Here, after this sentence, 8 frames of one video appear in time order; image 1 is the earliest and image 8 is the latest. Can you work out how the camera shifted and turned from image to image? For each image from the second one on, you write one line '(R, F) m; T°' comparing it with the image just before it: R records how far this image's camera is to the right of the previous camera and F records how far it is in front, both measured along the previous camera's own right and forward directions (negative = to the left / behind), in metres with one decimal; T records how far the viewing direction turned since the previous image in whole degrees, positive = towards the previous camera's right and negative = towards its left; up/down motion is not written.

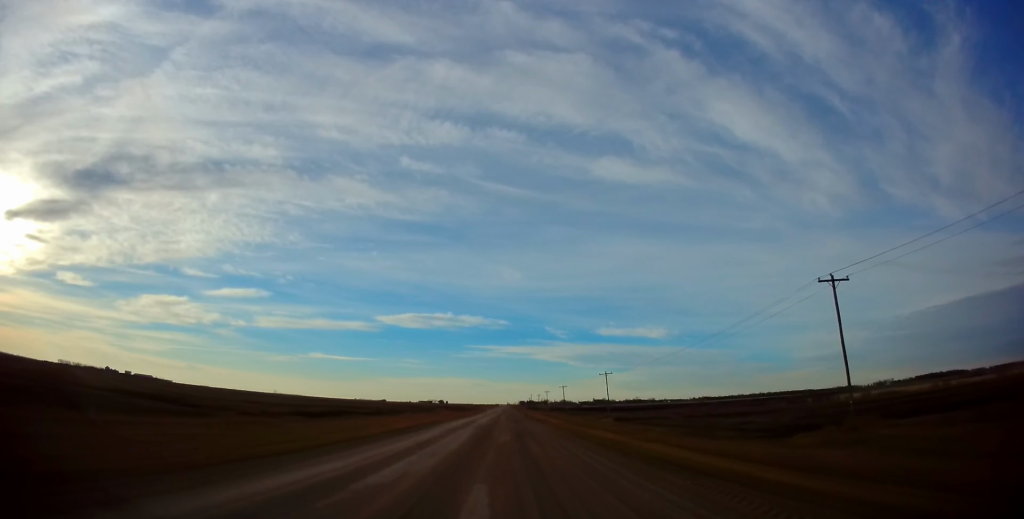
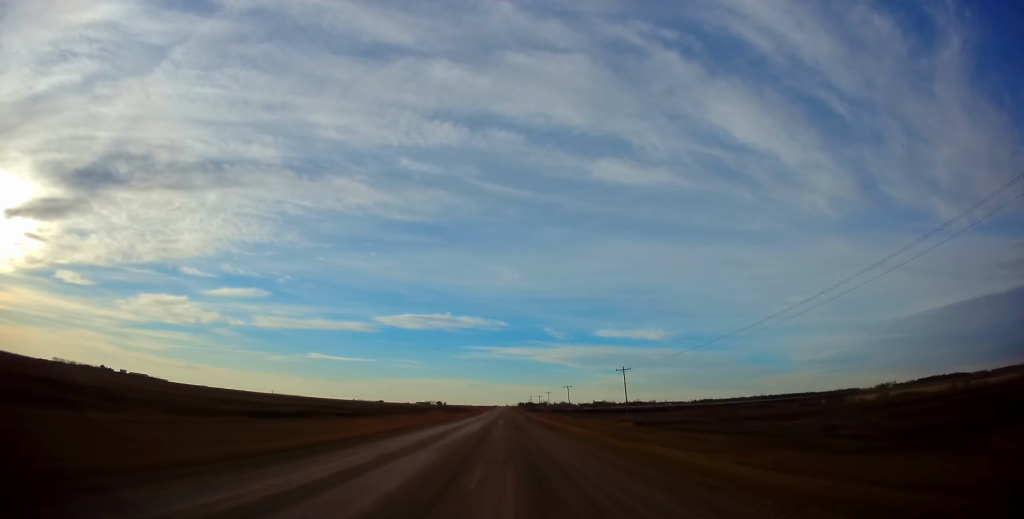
(-0.1, +17.9) m; -1°
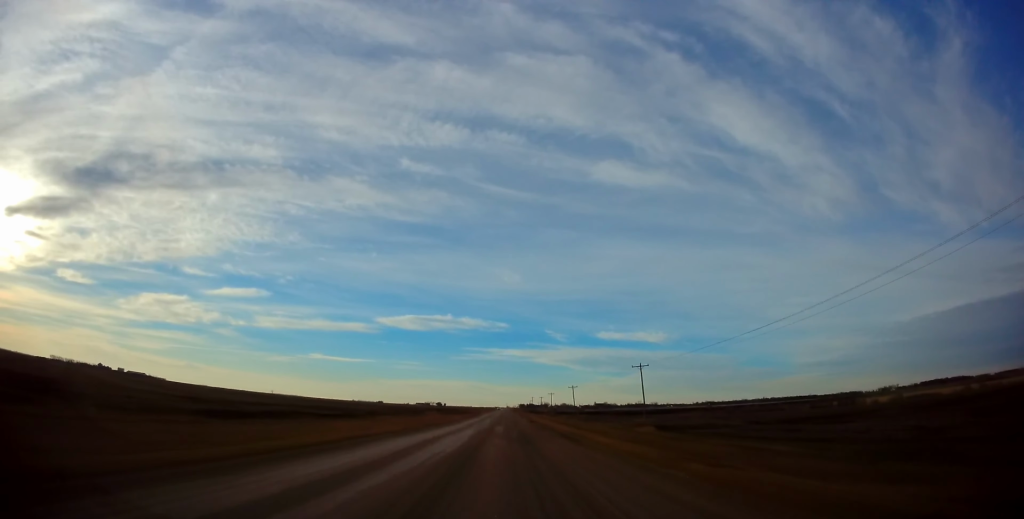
(0.0, +11.8) m; 0°
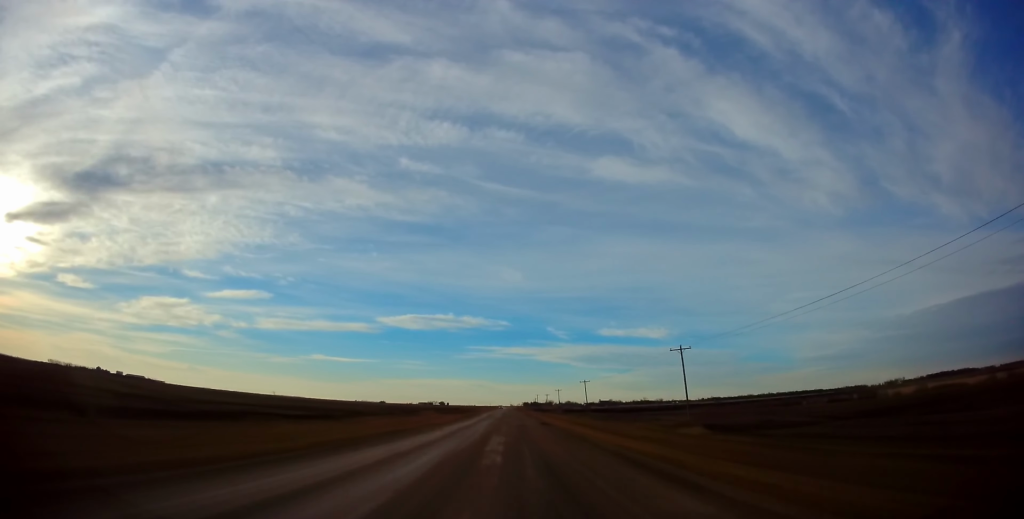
(-0.1, +18.1) m; 0°
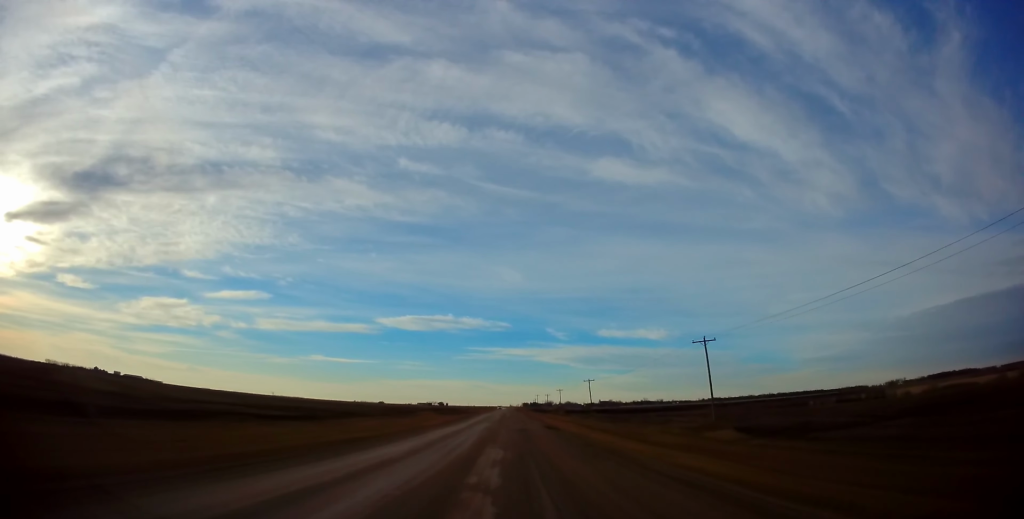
(0.0, +7.9) m; 0°
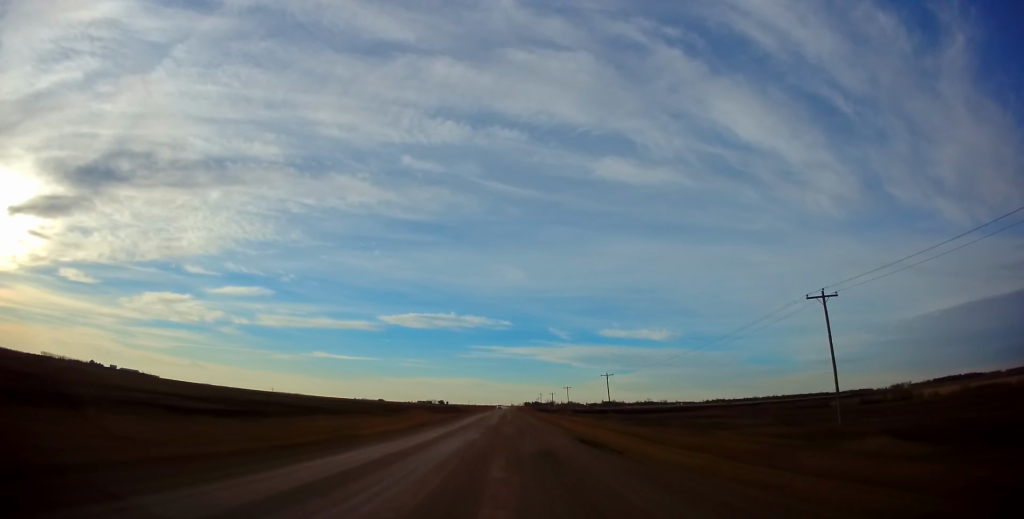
(+0.3, +21.7) m; +1°
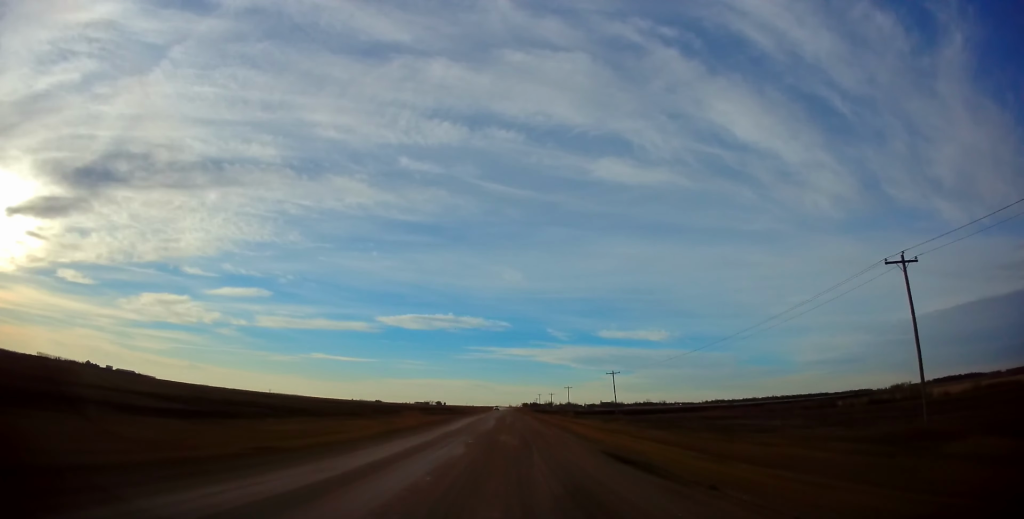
(+0.1, +8.3) m; 0°
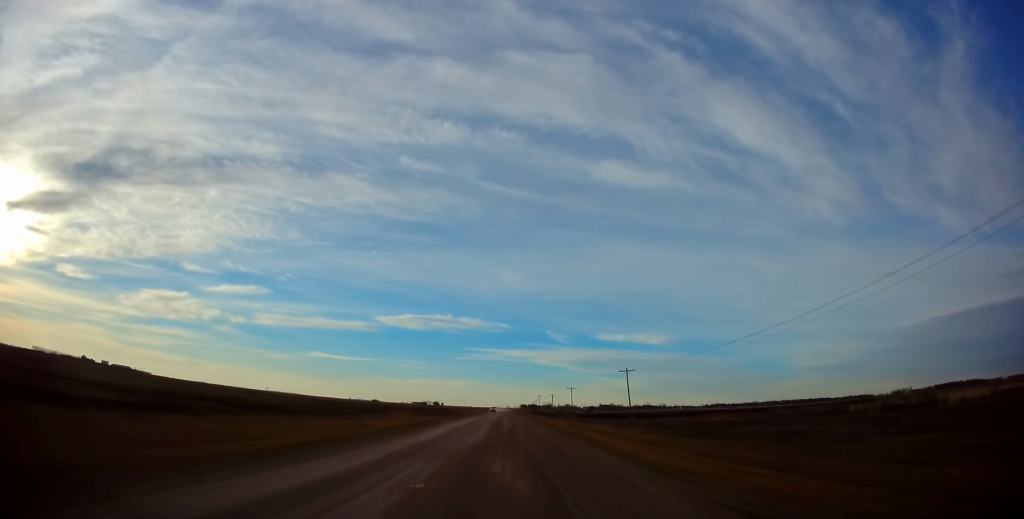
(-0.2, +12.5) m; -1°
